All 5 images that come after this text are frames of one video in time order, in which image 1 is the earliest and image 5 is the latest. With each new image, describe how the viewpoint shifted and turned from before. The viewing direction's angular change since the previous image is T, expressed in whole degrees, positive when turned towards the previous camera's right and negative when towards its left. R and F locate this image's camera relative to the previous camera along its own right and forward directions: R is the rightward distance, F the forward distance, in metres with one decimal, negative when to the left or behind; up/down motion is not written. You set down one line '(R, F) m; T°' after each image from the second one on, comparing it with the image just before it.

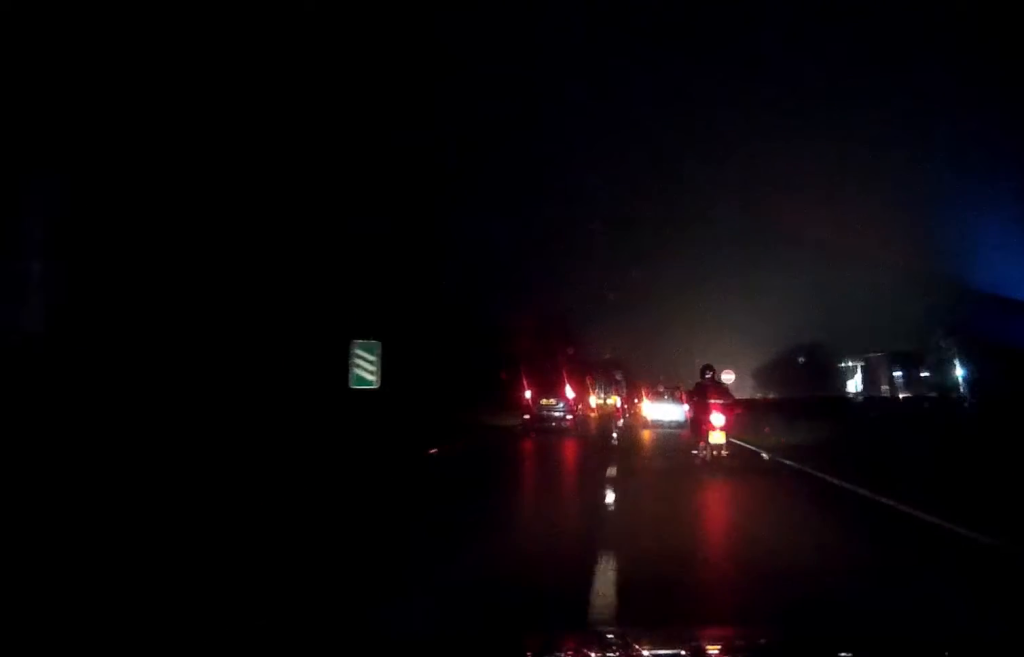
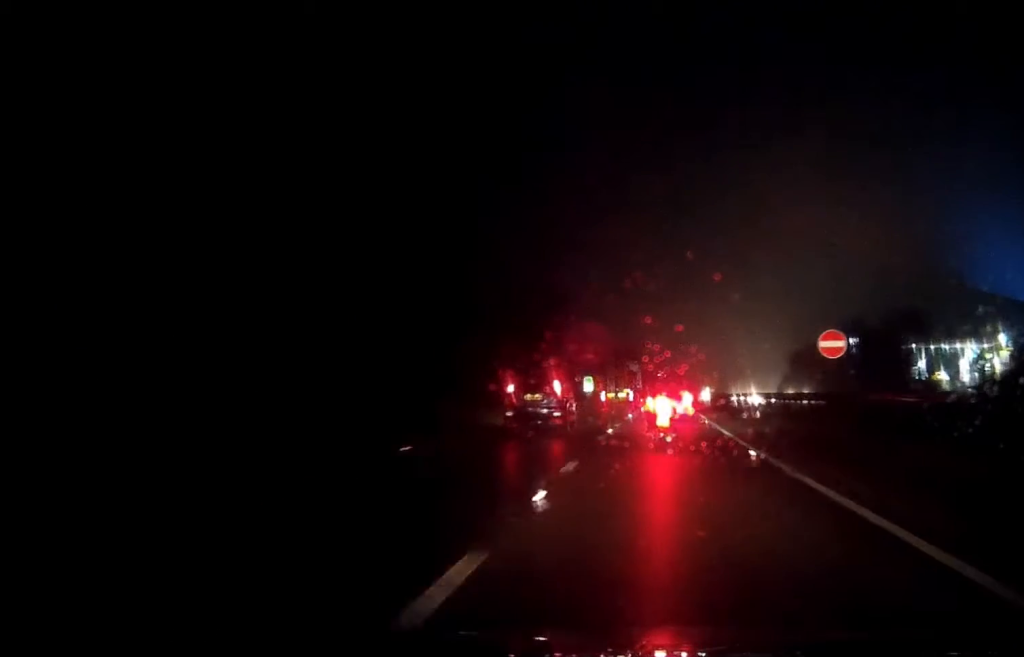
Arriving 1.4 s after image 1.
(-0.1, +36.3) m; 0°
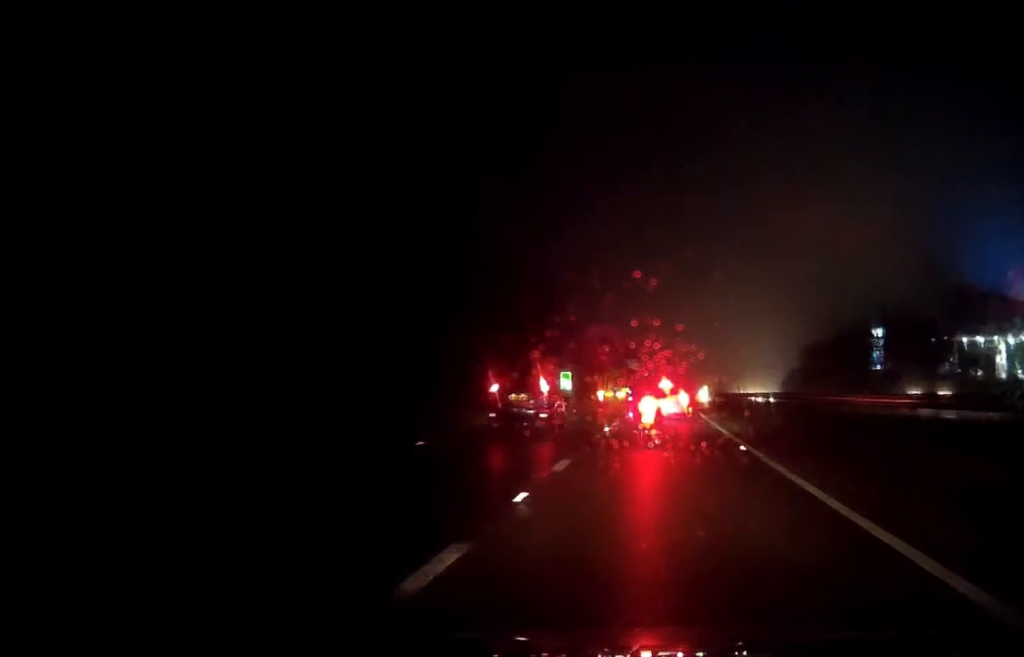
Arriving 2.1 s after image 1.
(0.0, +17.6) m; 0°
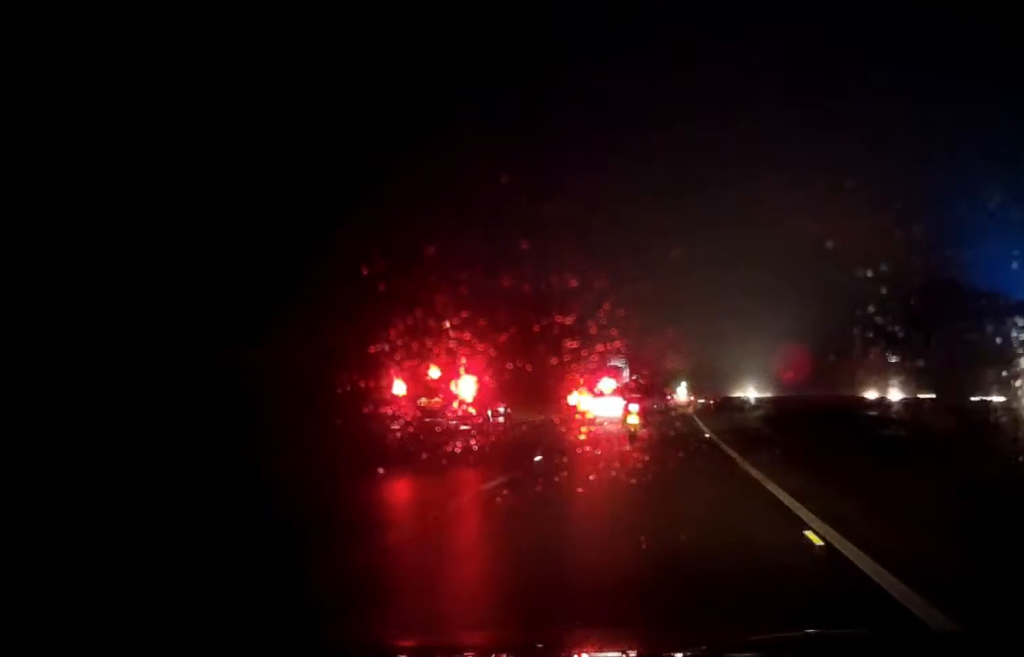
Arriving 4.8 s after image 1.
(+0.6, +65.4) m; +1°
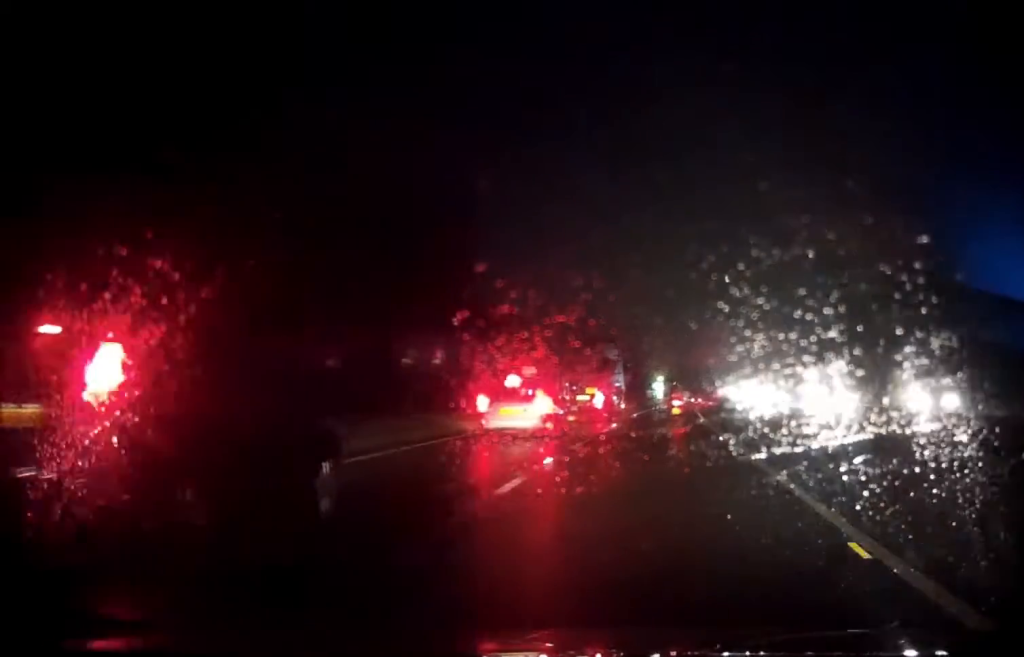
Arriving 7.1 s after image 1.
(+0.3, +53.7) m; +1°
